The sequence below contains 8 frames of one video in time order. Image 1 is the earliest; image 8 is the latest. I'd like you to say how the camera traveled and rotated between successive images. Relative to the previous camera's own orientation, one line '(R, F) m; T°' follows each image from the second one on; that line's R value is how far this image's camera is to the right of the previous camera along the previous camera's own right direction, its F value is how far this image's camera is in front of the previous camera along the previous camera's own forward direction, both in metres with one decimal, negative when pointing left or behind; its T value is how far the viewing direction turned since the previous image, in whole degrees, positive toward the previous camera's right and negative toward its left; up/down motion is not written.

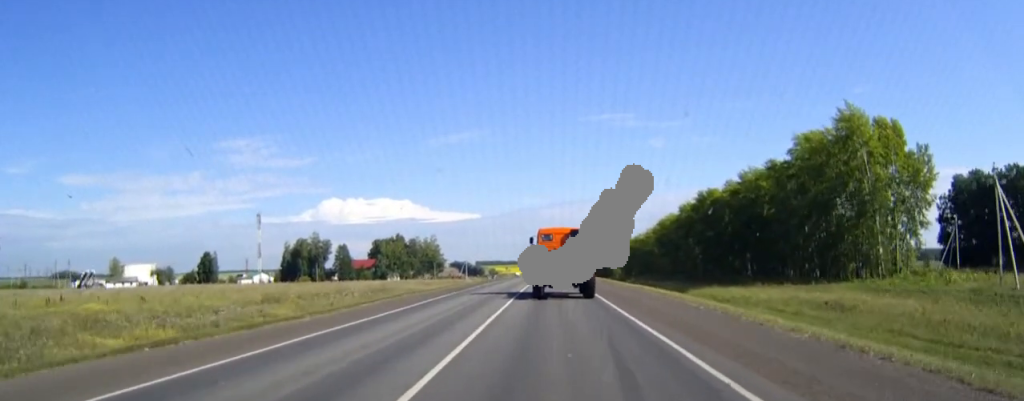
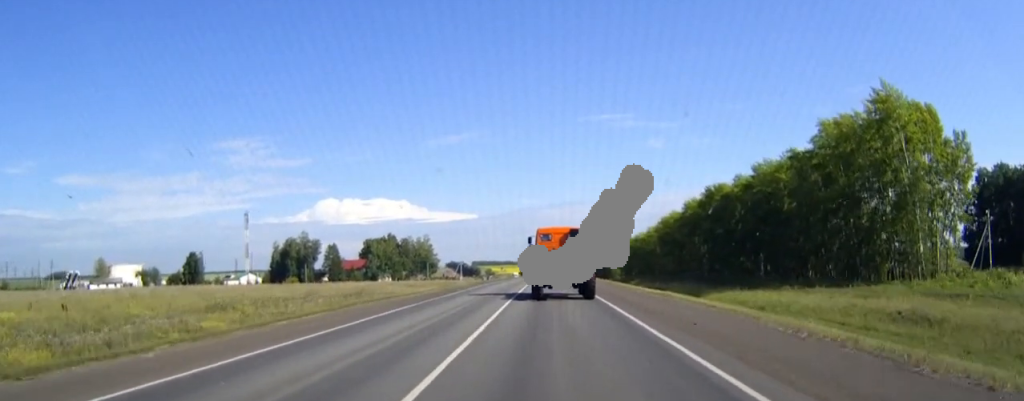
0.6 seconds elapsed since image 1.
(0.0, +10.2) m; 0°
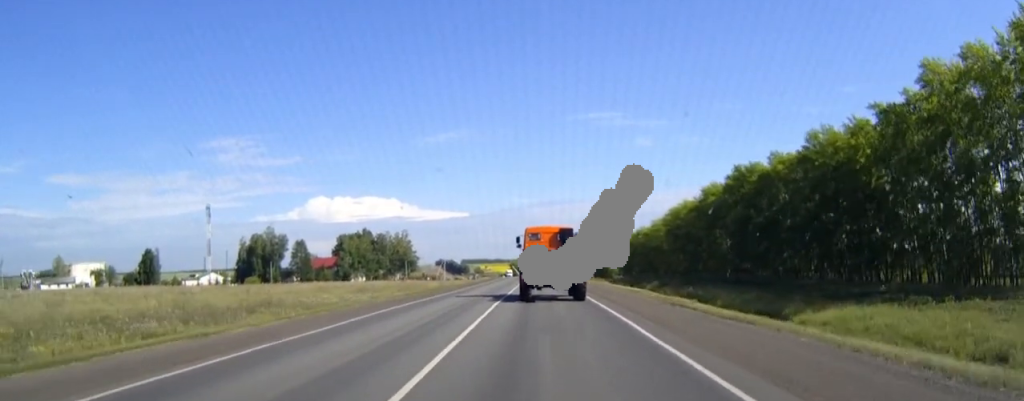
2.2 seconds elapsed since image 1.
(+0.2, +28.6) m; +1°
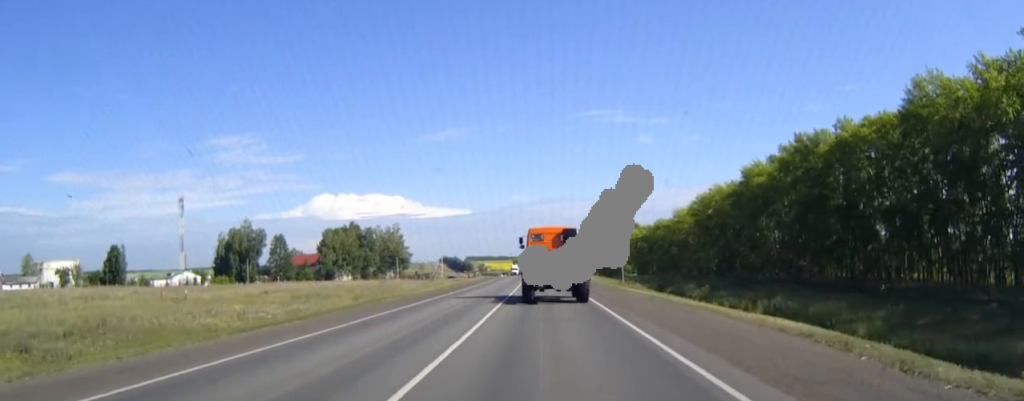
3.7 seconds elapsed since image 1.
(0.0, +26.8) m; 0°
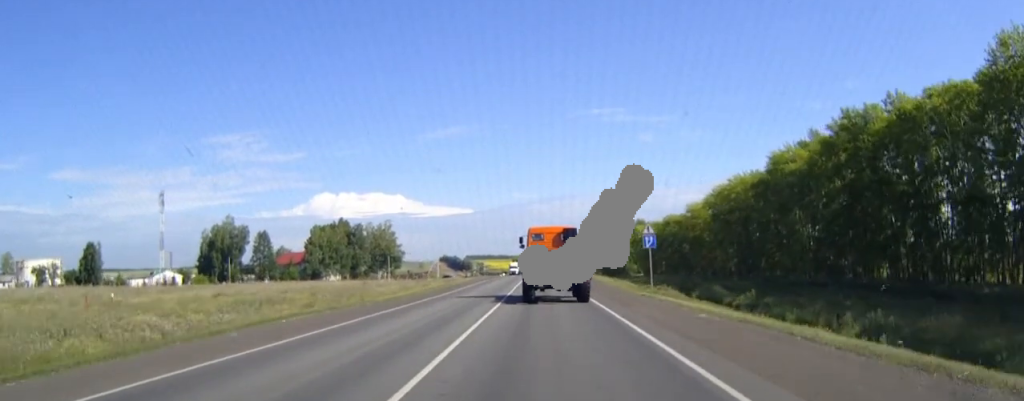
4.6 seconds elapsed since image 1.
(0.0, +15.0) m; 0°
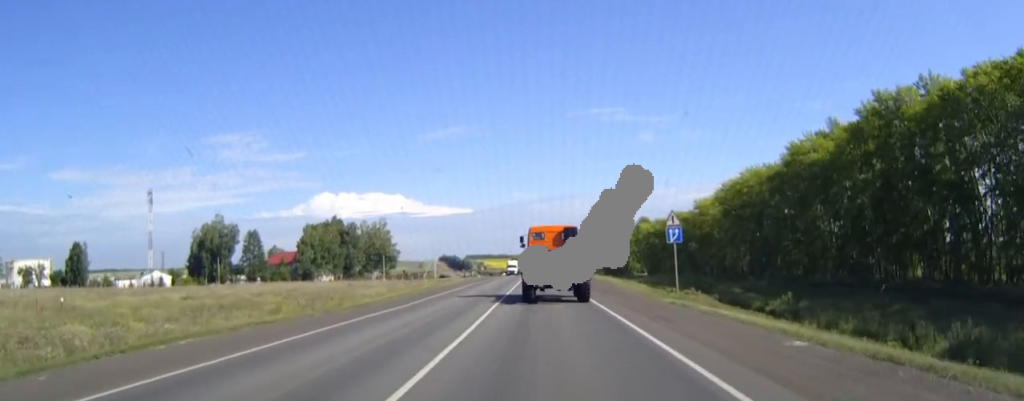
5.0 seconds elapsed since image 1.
(0.0, +8.1) m; 0°
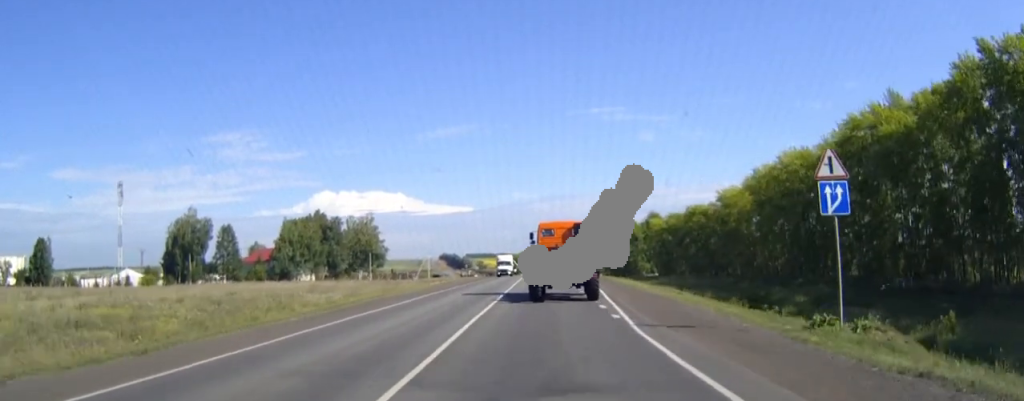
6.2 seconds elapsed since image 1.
(0.0, +19.6) m; 0°
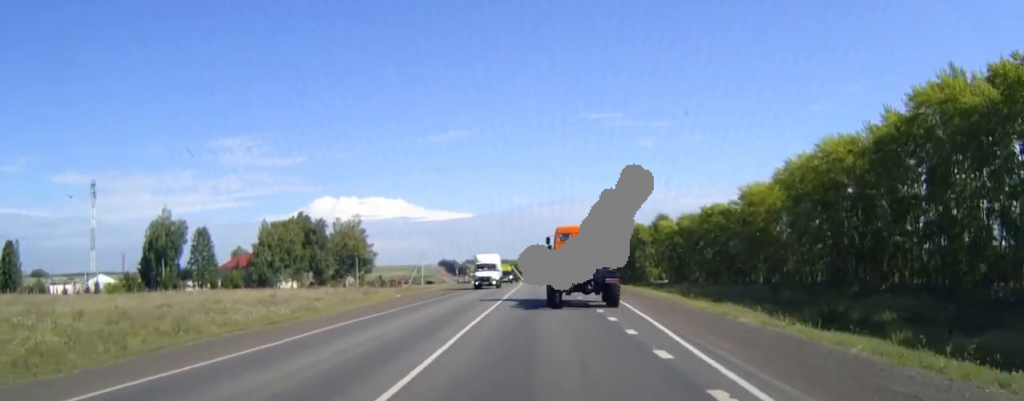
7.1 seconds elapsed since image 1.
(0.0, +15.7) m; 0°
